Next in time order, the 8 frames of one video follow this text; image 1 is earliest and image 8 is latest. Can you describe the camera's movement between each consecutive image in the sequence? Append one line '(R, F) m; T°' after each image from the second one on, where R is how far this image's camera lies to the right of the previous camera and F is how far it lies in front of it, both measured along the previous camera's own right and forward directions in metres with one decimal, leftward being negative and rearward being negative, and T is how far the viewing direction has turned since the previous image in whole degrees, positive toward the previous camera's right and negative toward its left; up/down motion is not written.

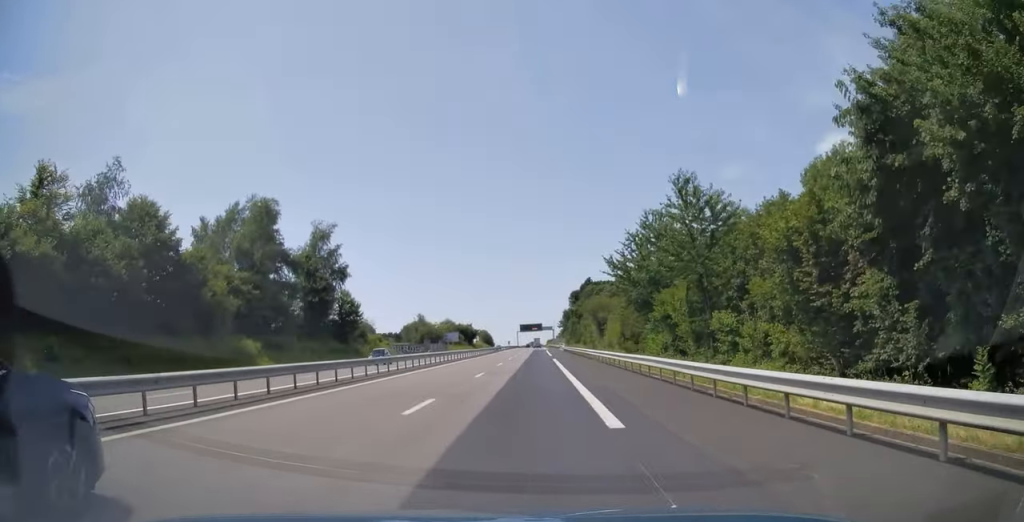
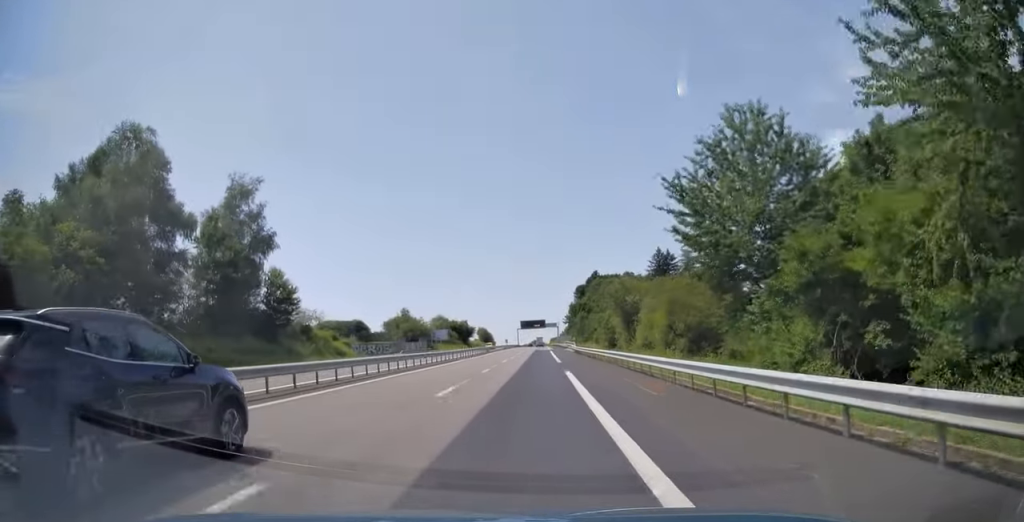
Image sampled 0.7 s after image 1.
(0.0, +22.1) m; 0°
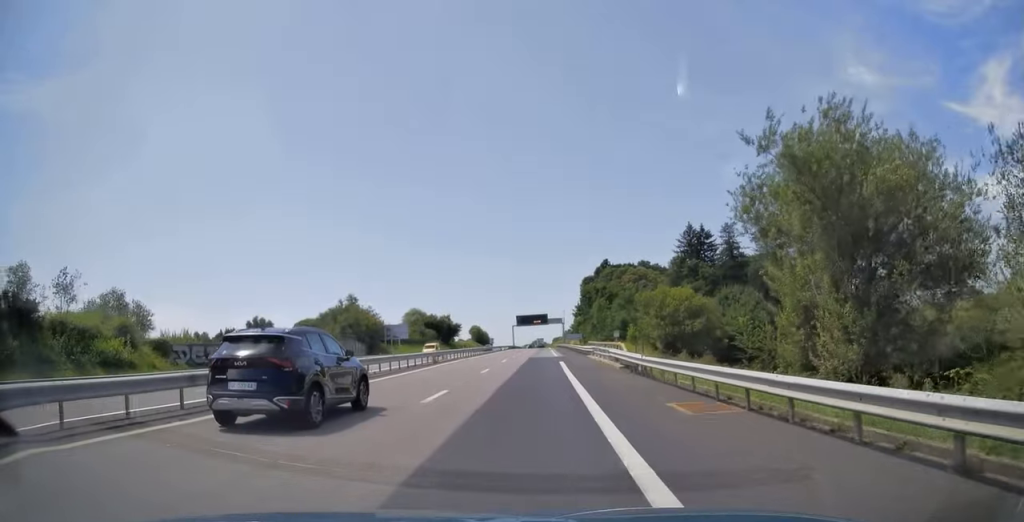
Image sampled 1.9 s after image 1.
(+0.1, +40.3) m; 0°
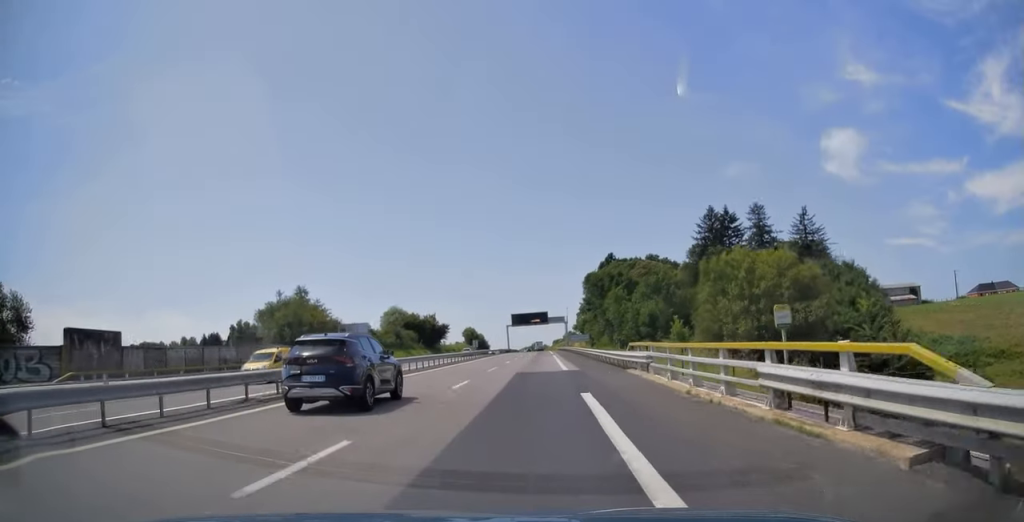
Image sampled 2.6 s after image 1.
(0.0, +21.5) m; 0°
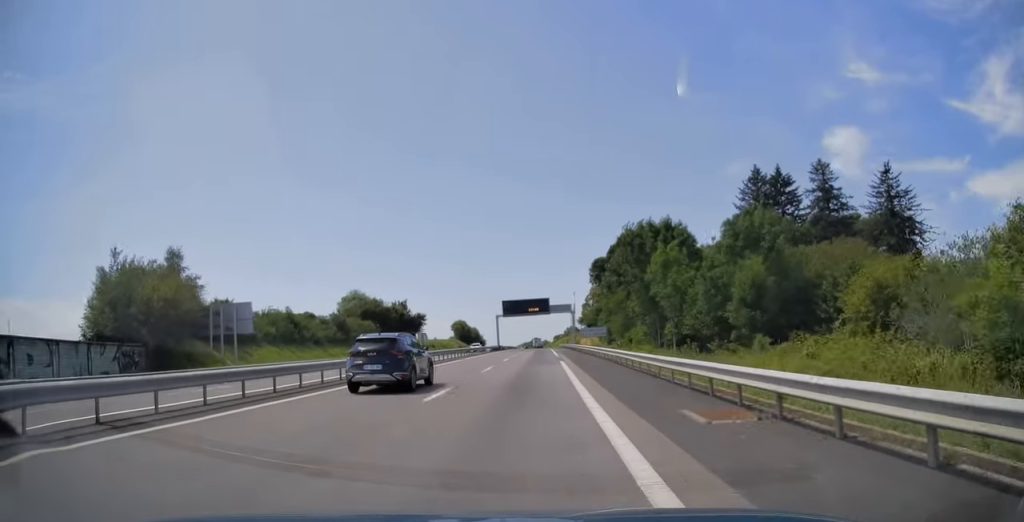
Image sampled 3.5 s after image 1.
(-0.2, +30.1) m; 0°
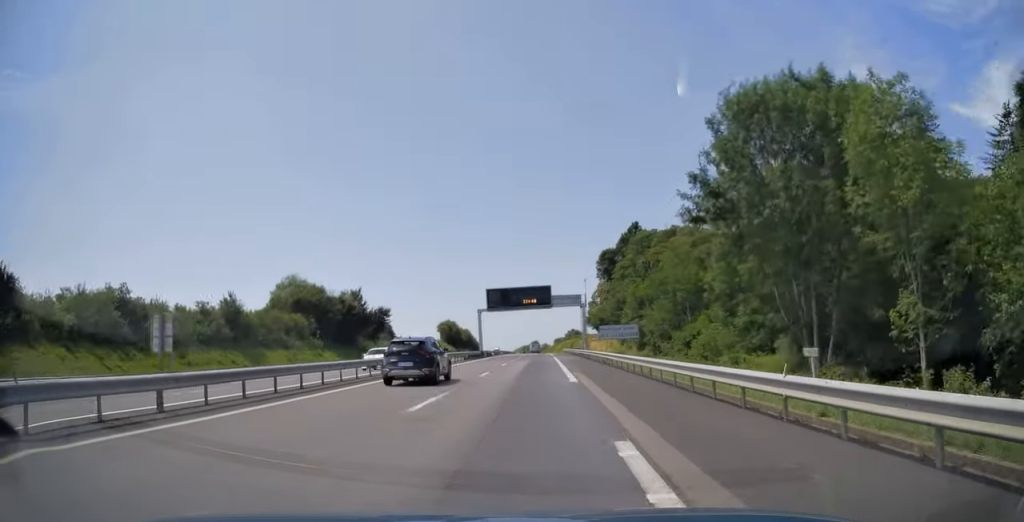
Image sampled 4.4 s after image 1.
(0.0, +28.0) m; 0°
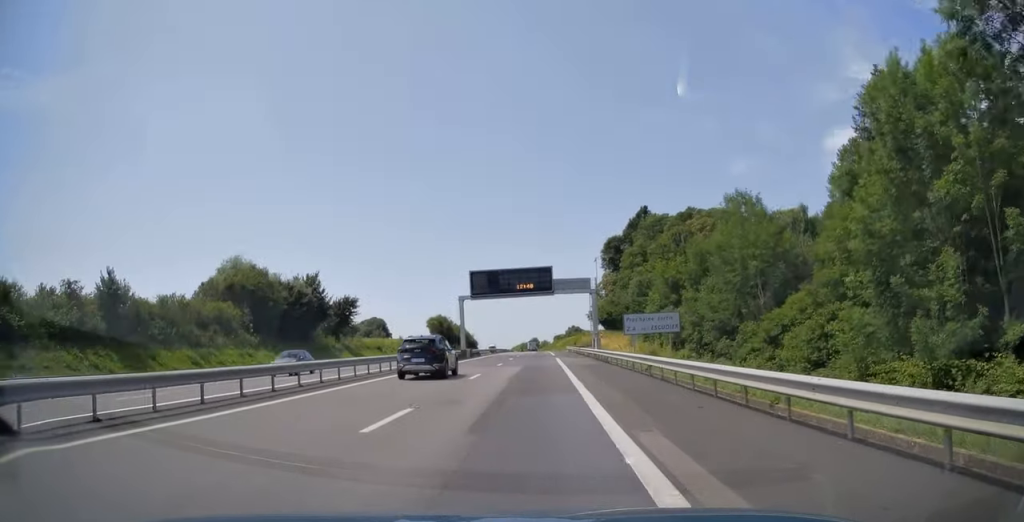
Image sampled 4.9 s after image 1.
(0.0, +16.1) m; 0°
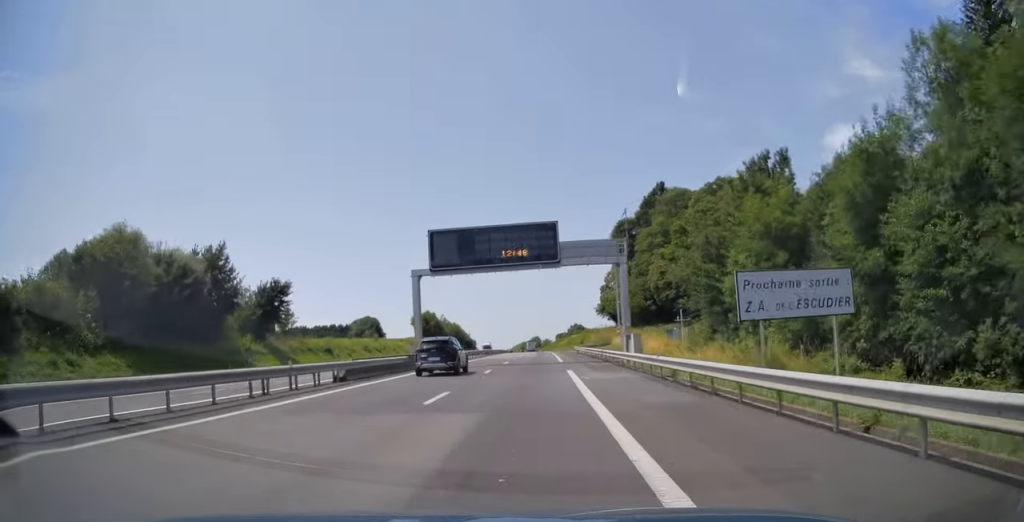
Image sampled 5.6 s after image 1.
(0.0, +21.5) m; 0°
